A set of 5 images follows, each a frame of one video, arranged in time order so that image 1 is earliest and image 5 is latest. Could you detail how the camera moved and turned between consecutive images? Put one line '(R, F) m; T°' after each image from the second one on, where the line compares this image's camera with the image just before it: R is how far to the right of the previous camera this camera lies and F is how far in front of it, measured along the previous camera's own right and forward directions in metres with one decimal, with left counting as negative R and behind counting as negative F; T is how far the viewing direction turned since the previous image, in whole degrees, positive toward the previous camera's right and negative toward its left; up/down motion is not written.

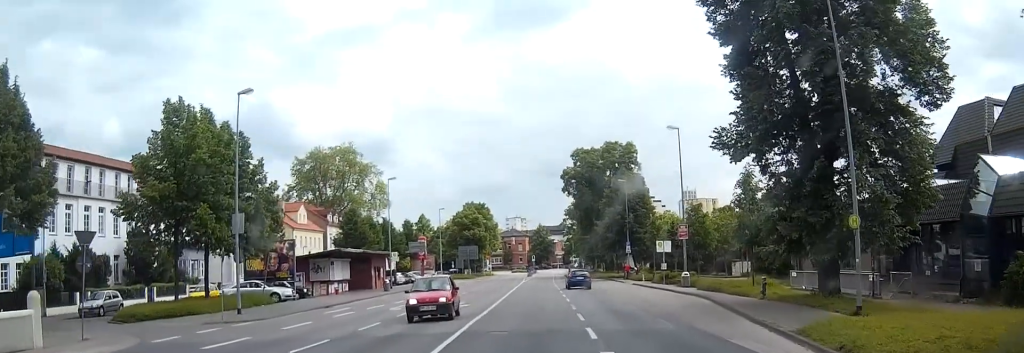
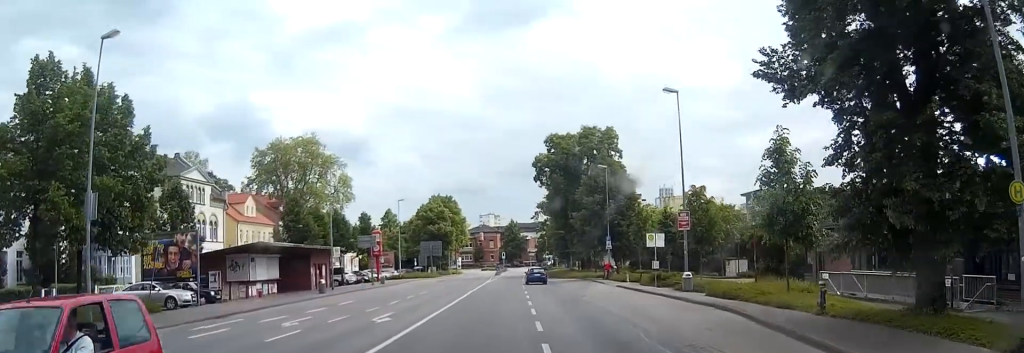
(0.0, +9.9) m; 0°
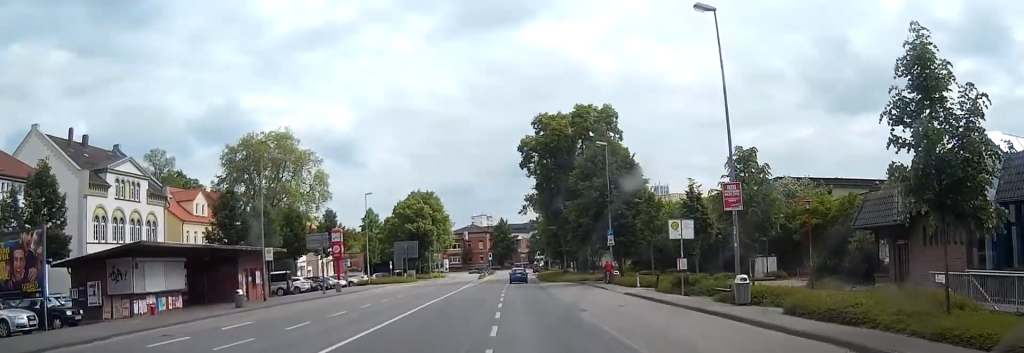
(0.0, +12.7) m; -1°
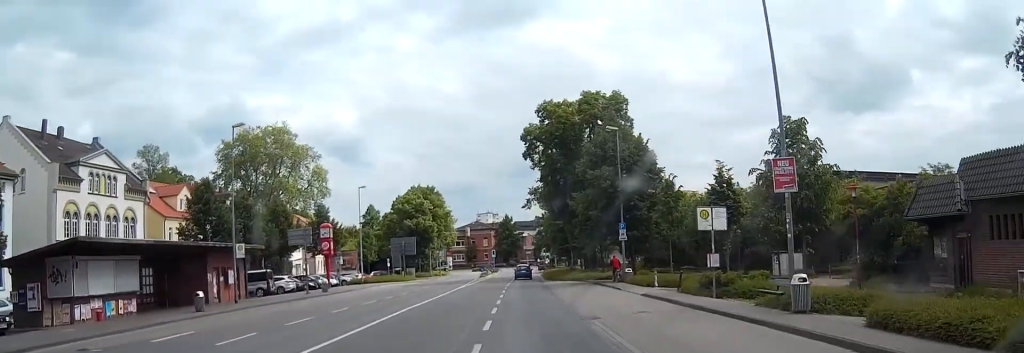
(-0.2, +5.4) m; -2°
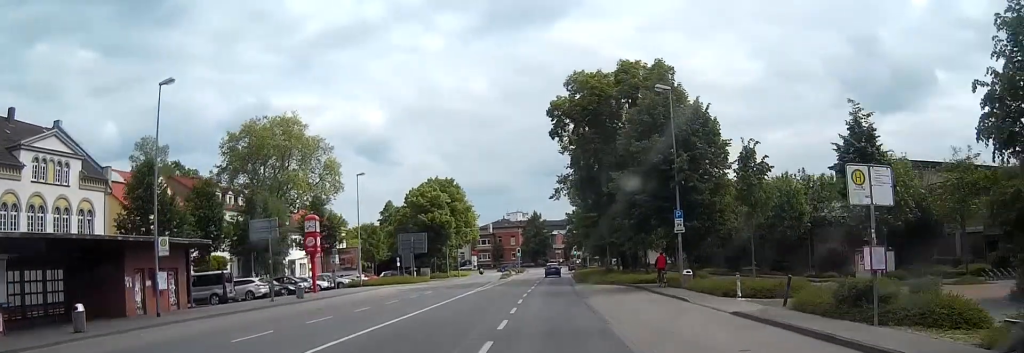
(-0.4, +12.0) m; -3°
